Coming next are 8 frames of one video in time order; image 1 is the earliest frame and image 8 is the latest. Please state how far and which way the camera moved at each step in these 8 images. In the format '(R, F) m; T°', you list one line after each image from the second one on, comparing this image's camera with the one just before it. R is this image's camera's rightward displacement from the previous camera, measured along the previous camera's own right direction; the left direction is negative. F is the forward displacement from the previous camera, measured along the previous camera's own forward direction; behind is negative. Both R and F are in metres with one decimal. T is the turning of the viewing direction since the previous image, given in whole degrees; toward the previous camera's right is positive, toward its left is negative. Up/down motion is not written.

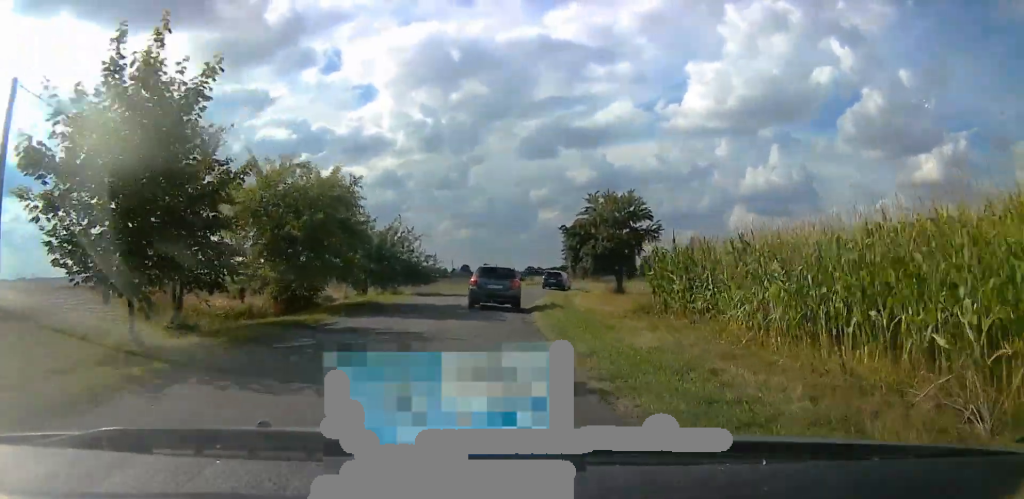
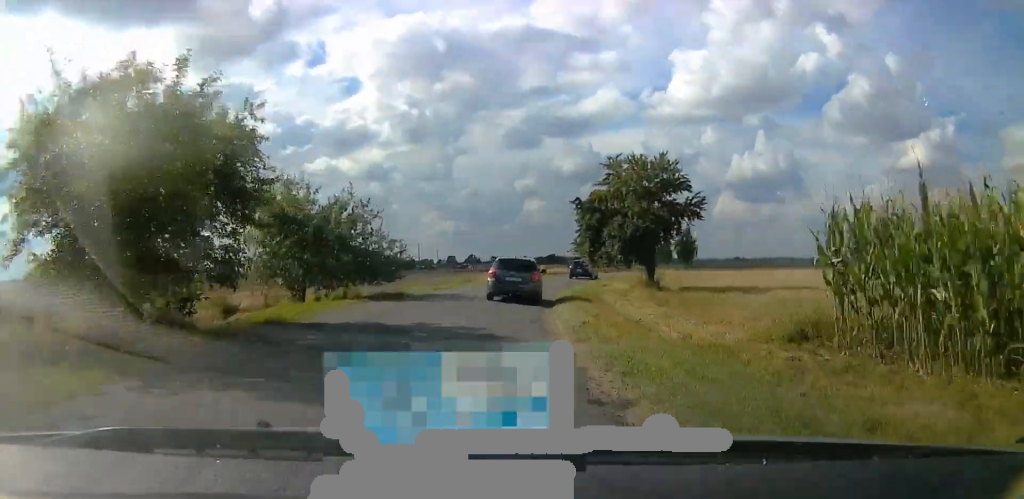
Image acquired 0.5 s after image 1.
(0.0, +10.6) m; 0°
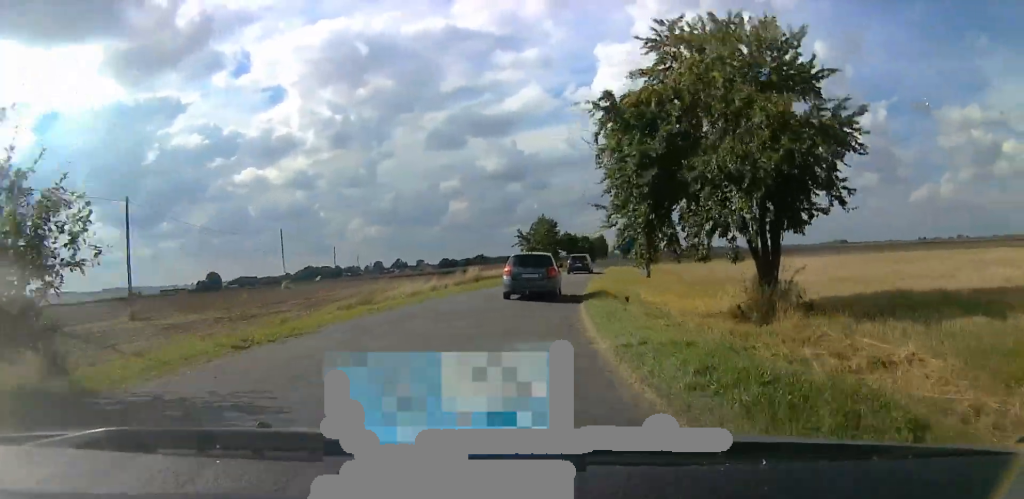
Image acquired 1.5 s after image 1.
(+0.1, +18.3) m; +3°
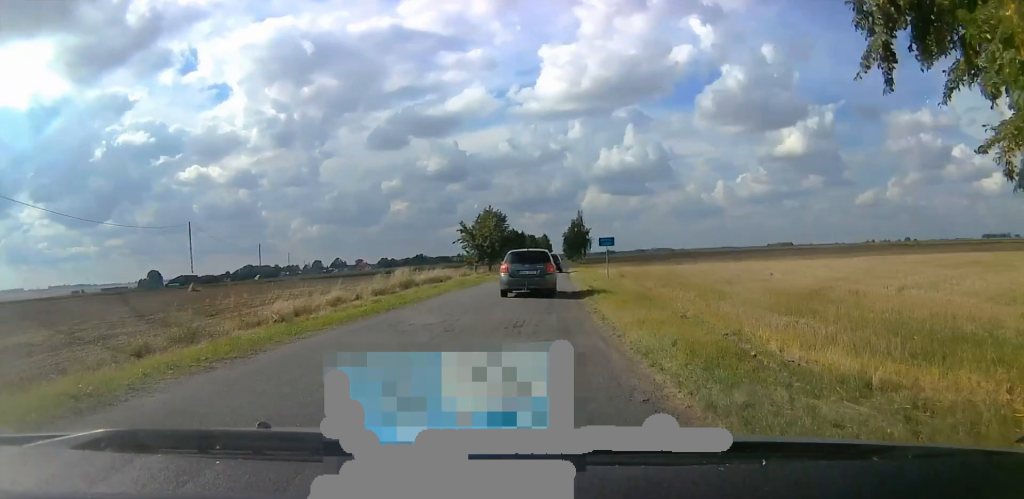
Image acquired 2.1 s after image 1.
(0.0, +12.3) m; +4°
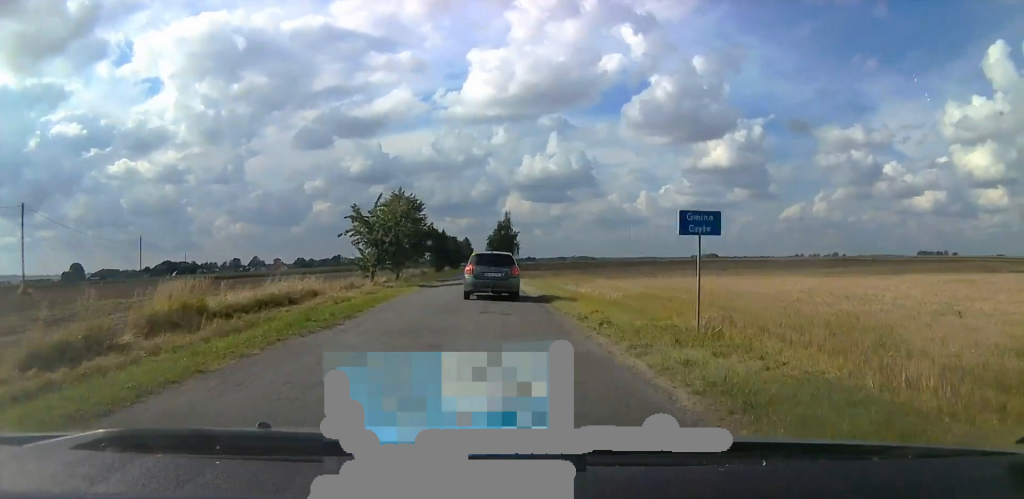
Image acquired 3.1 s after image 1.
(+1.7, +19.8) m; +8°
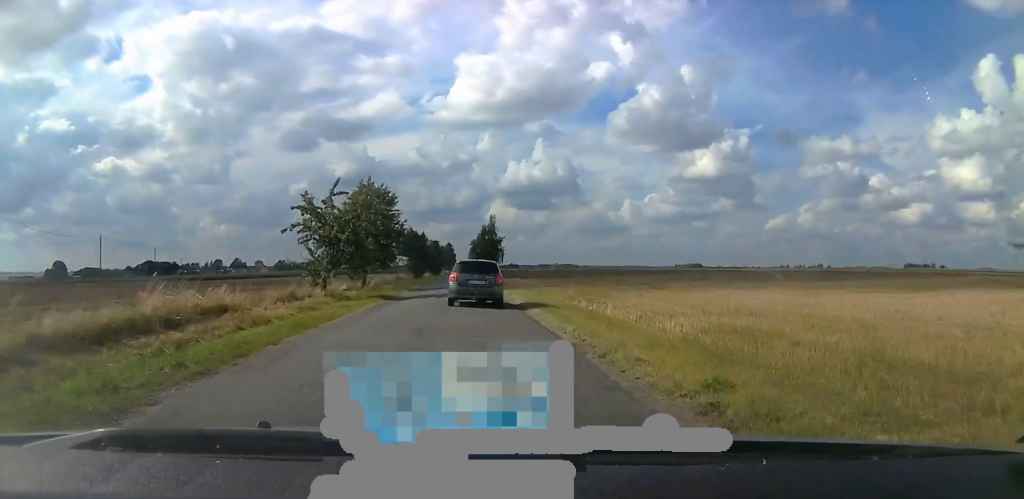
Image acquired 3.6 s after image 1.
(+0.1, +8.3) m; +3°
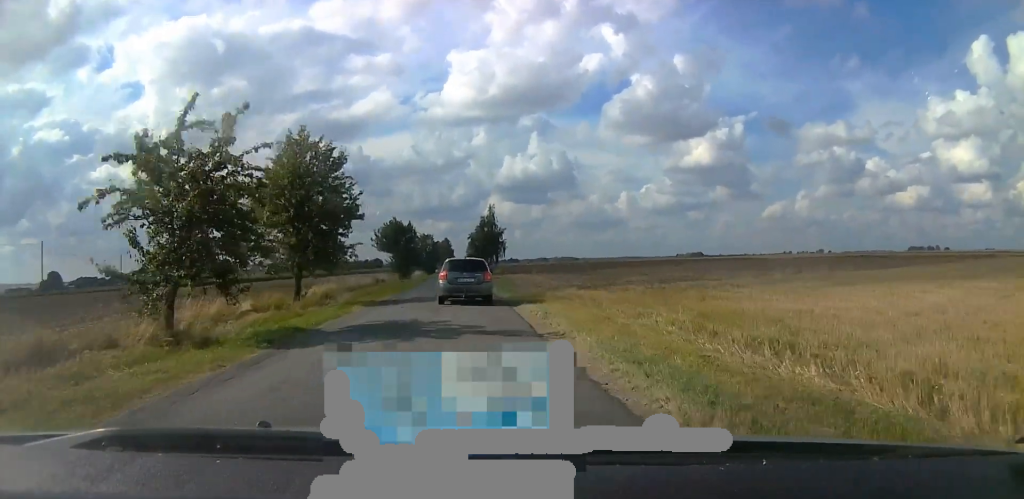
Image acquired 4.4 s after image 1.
(+0.8, +15.5) m; +3°
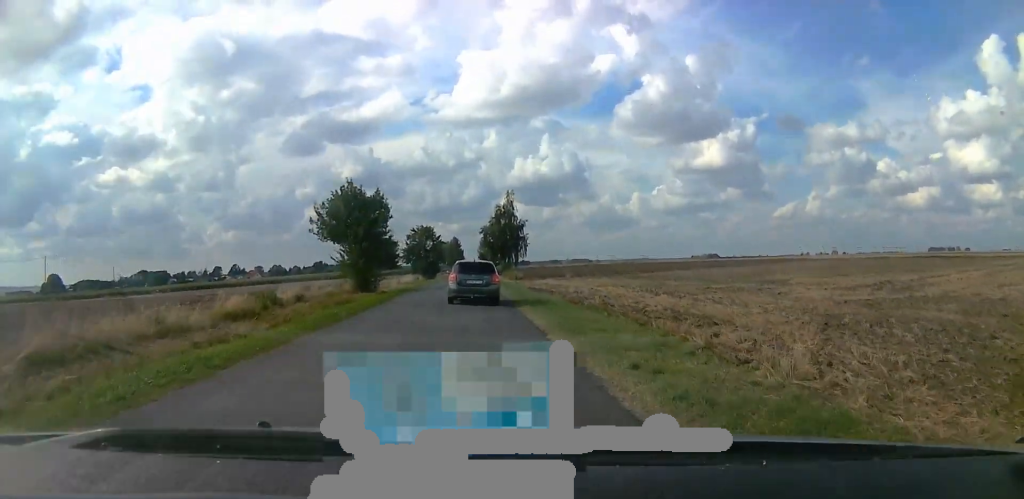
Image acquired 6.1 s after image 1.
(-0.7, +31.0) m; -2°
